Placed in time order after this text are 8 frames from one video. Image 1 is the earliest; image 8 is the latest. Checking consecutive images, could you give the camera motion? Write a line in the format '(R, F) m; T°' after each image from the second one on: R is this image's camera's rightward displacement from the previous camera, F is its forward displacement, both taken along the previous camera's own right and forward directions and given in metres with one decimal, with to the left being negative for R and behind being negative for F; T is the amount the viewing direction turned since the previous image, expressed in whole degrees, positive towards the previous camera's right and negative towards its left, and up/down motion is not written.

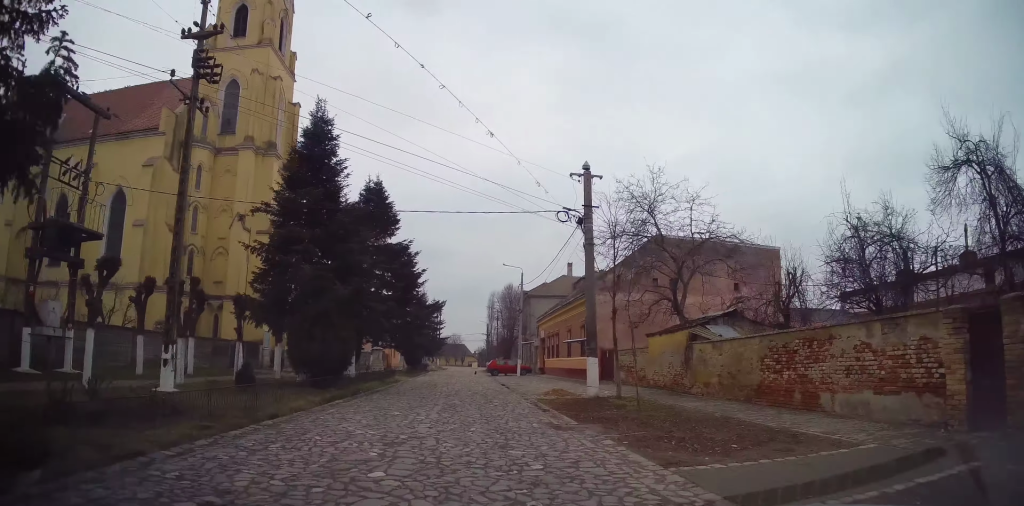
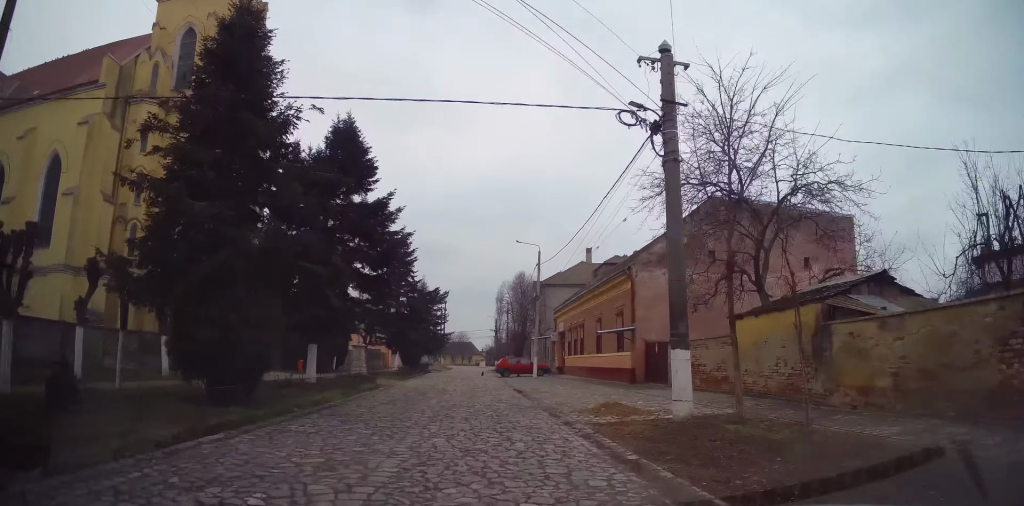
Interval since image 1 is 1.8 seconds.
(+0.5, +8.0) m; +1°
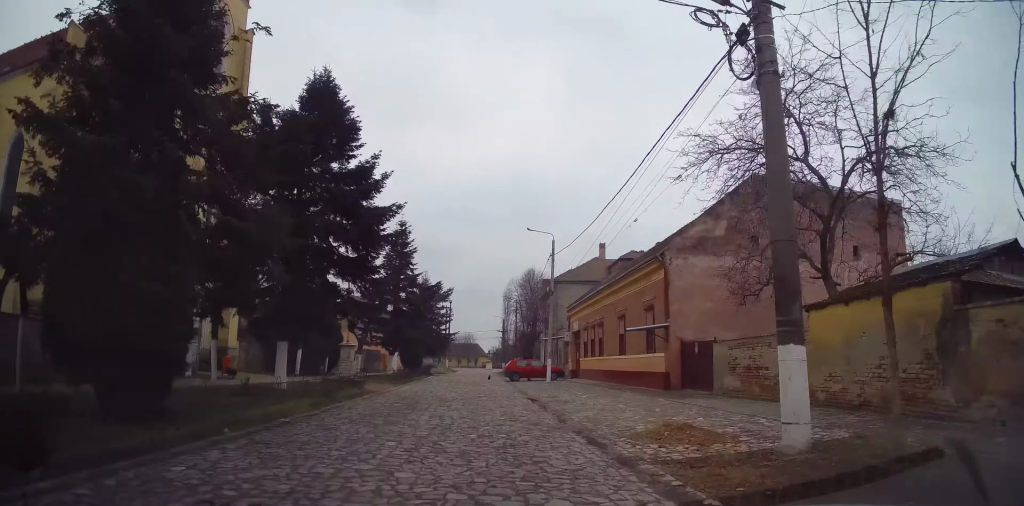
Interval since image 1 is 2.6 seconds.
(0.0, +4.0) m; -1°
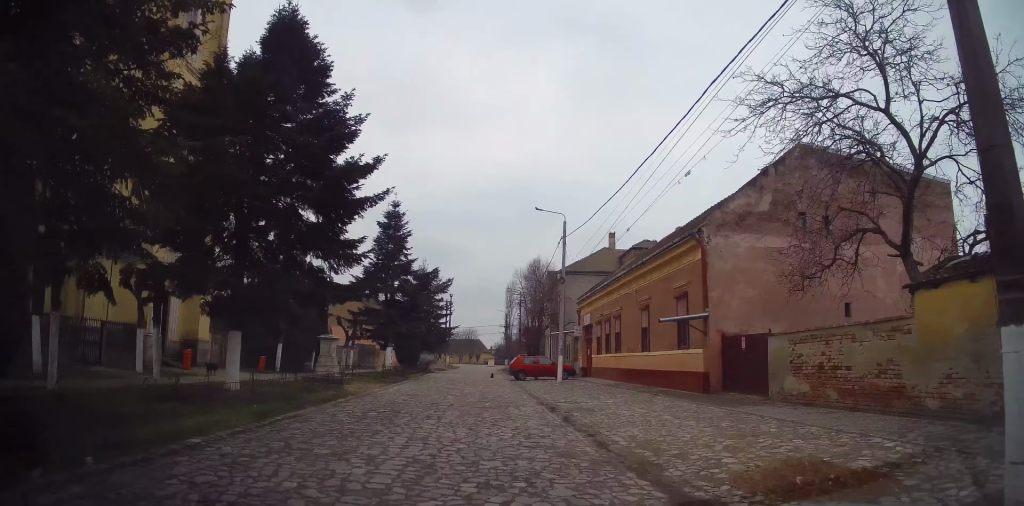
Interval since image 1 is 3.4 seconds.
(0.0, +3.8) m; -1°
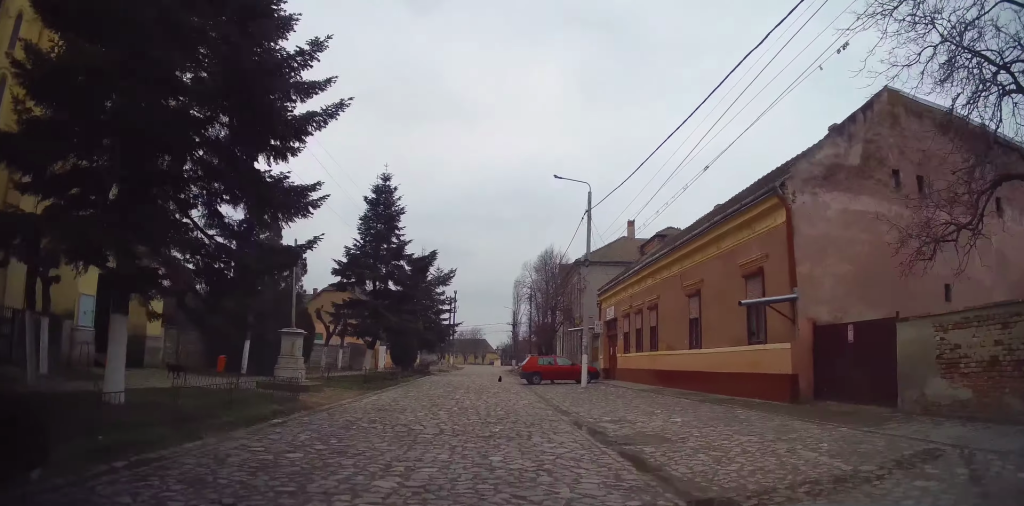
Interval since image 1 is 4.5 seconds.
(-0.1, +5.1) m; +1°
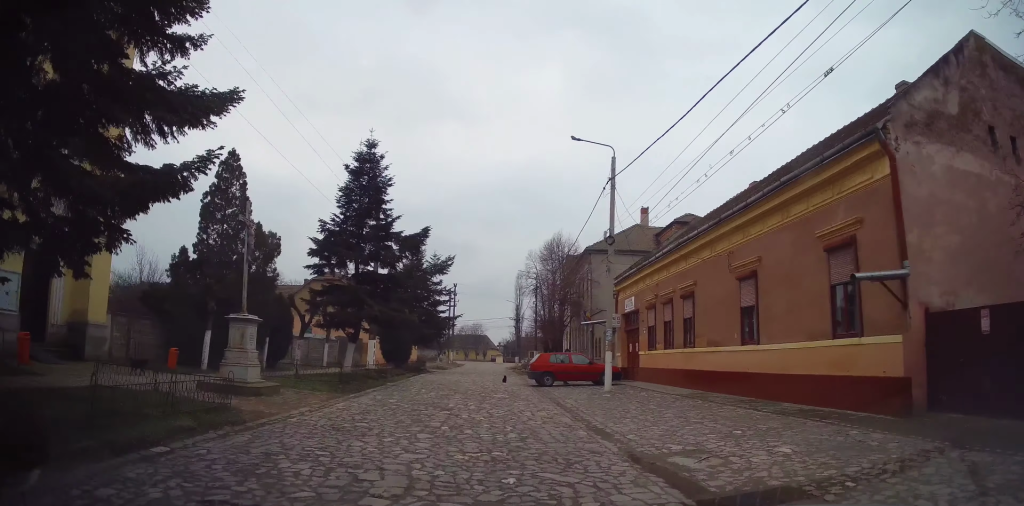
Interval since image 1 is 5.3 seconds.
(+0.1, +4.0) m; +2°
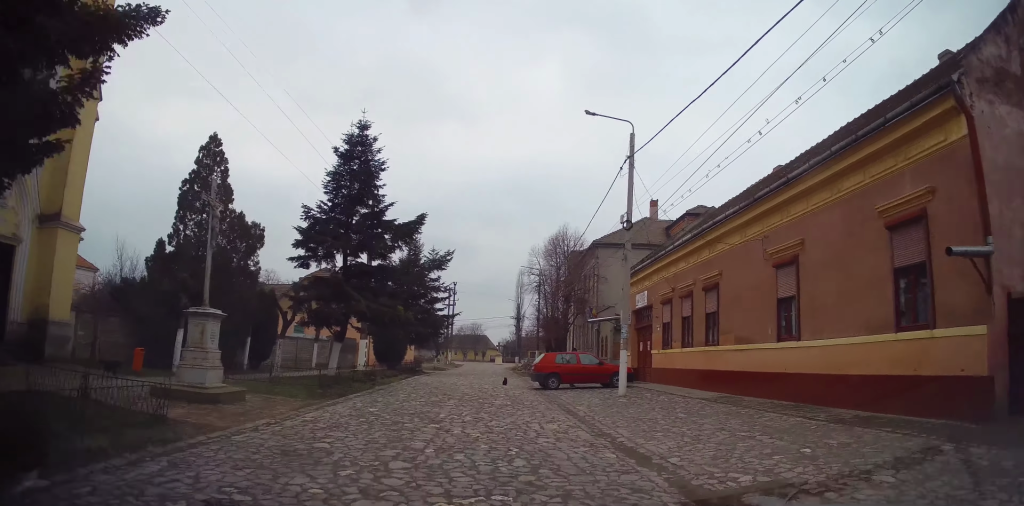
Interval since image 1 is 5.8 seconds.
(+0.2, +2.1) m; -1°
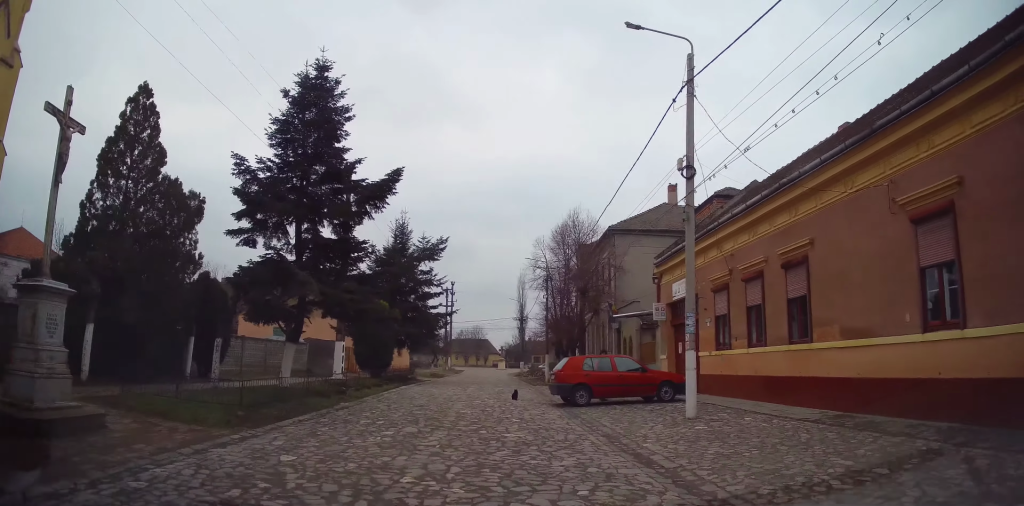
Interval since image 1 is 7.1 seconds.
(-0.6, +5.8) m; -4°
